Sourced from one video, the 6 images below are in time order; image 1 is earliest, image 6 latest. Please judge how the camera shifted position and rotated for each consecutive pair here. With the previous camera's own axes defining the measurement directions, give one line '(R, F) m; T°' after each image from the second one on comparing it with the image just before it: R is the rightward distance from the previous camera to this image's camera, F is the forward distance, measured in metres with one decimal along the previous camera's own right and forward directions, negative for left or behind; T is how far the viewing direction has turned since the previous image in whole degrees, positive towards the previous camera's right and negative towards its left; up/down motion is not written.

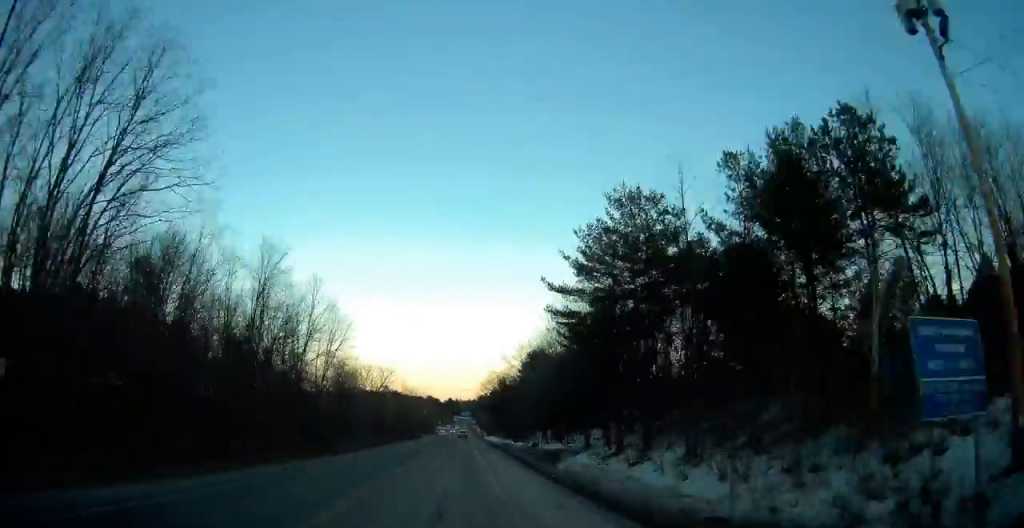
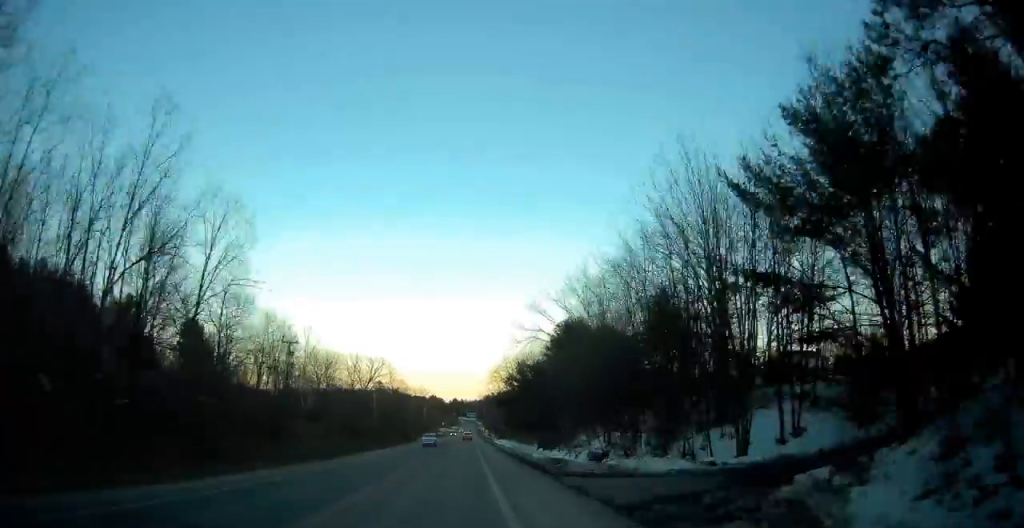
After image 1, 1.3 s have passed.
(0.0, +34.2) m; 0°
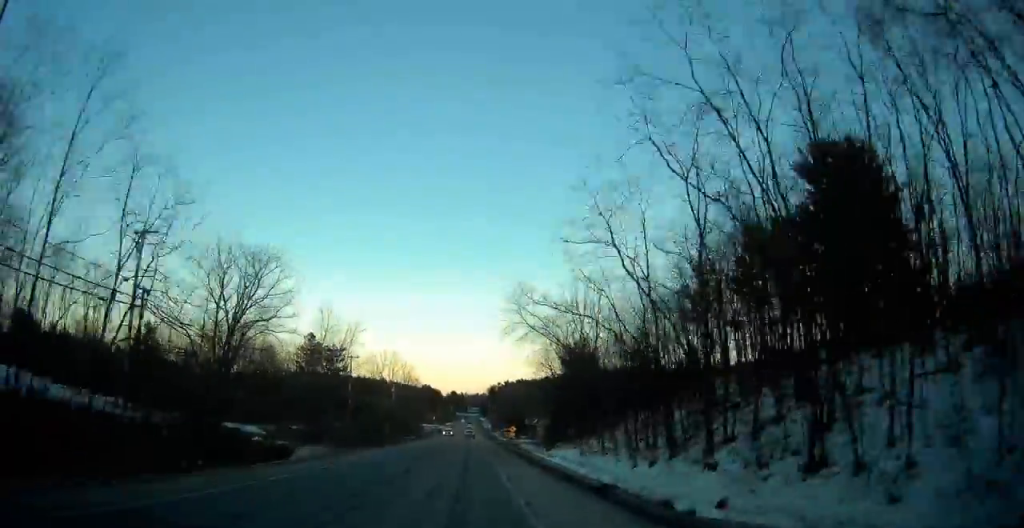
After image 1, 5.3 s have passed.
(-0.3, +98.8) m; -1°
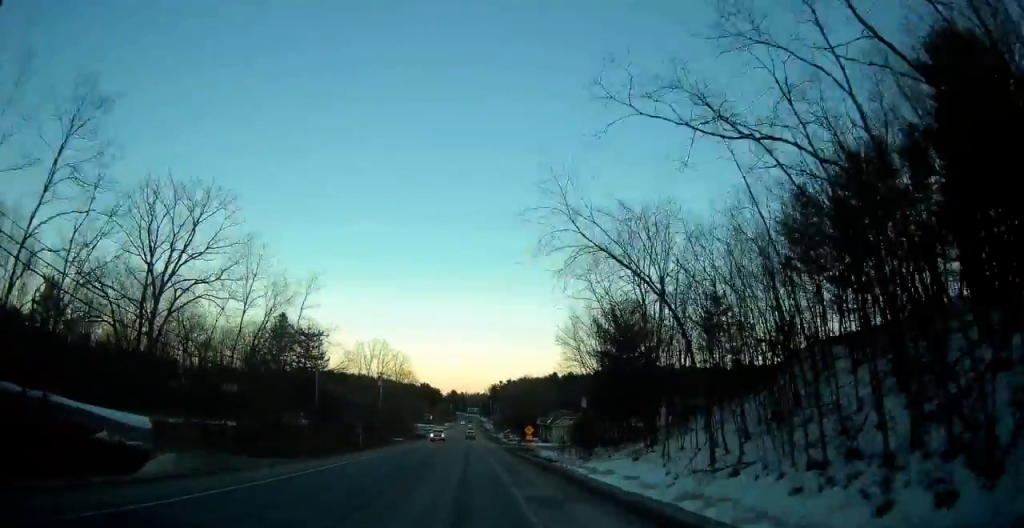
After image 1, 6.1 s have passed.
(+0.2, +19.5) m; -1°
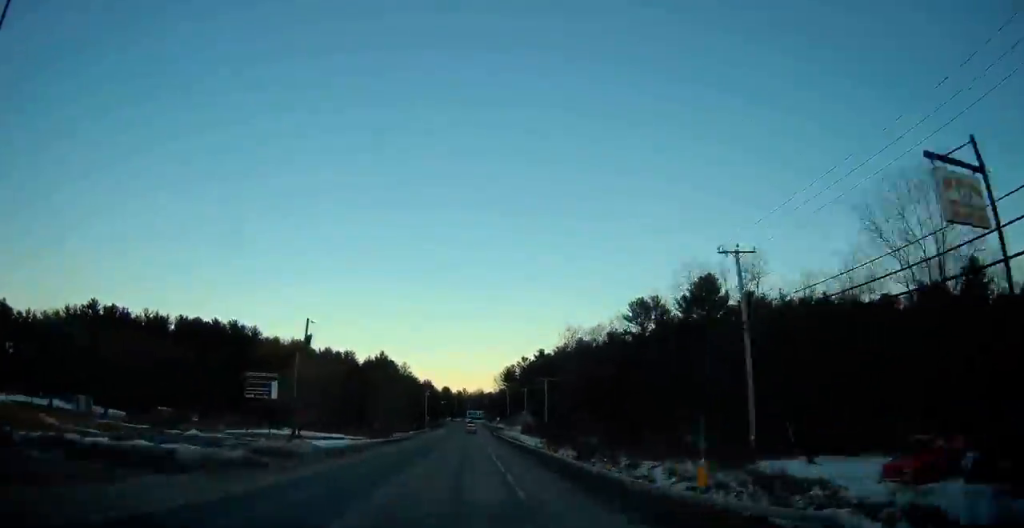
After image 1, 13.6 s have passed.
(+6.8, +204.5) m; +2°
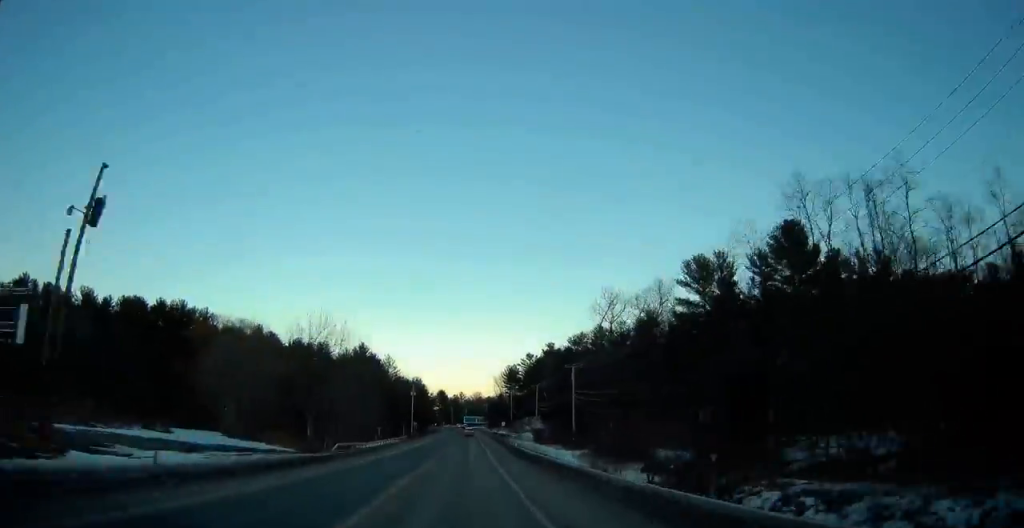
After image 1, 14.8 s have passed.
(0.0, +33.5) m; 0°
